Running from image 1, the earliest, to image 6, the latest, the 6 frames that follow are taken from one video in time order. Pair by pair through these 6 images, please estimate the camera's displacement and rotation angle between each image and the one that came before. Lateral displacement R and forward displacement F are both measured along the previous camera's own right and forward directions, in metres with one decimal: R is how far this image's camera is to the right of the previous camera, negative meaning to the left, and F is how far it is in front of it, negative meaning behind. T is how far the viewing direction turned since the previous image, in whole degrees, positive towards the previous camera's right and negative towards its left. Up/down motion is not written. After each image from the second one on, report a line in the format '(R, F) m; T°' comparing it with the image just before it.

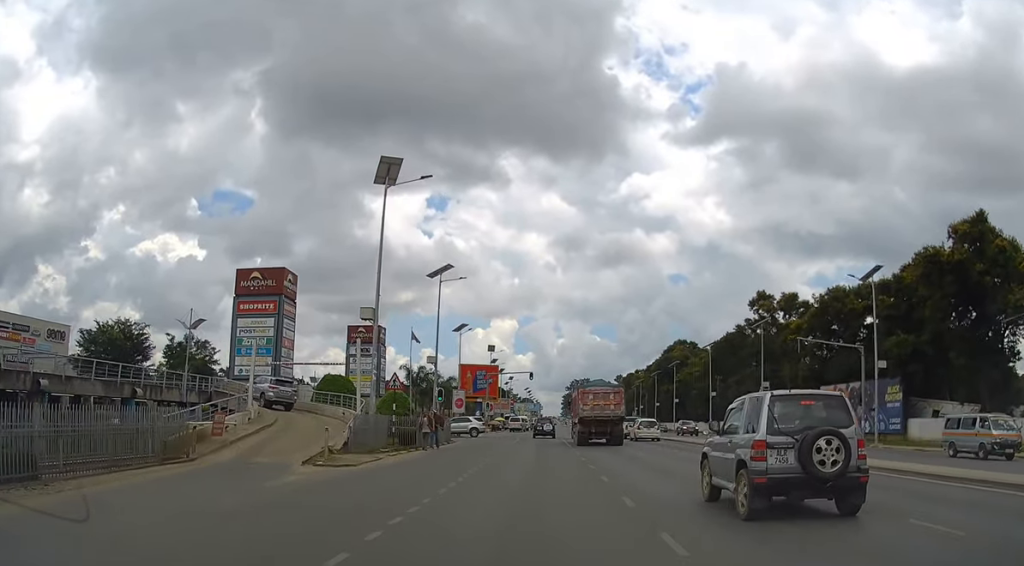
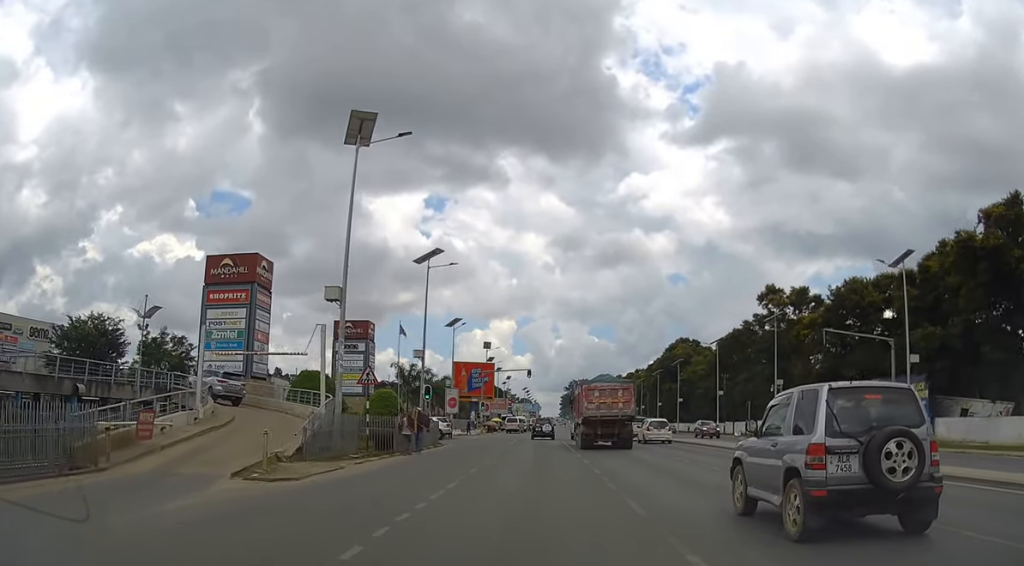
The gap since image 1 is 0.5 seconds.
(0.0, +4.9) m; 0°
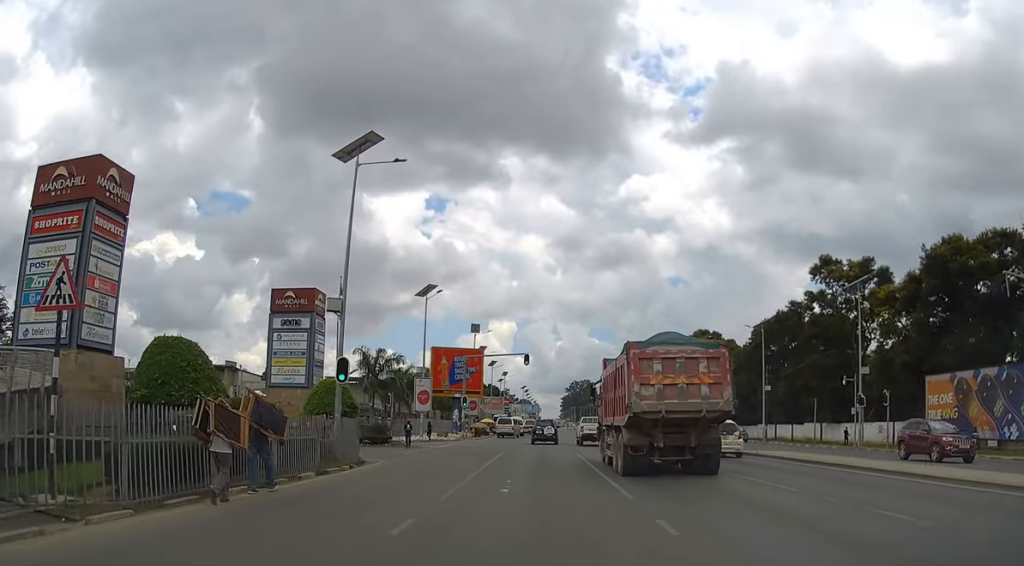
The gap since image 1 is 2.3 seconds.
(-0.1, +19.6) m; -1°
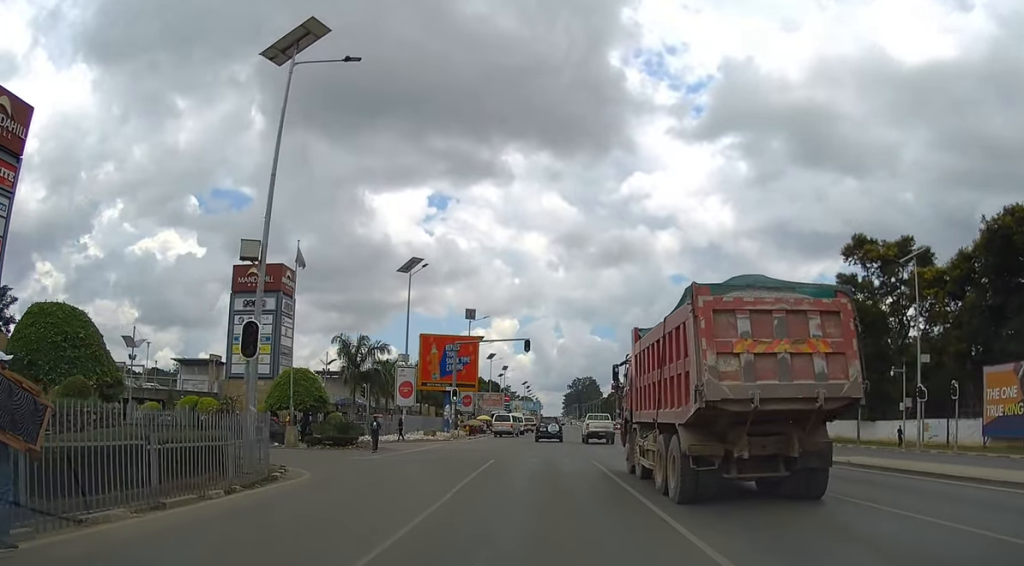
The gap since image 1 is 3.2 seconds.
(+0.1, +8.7) m; -1°
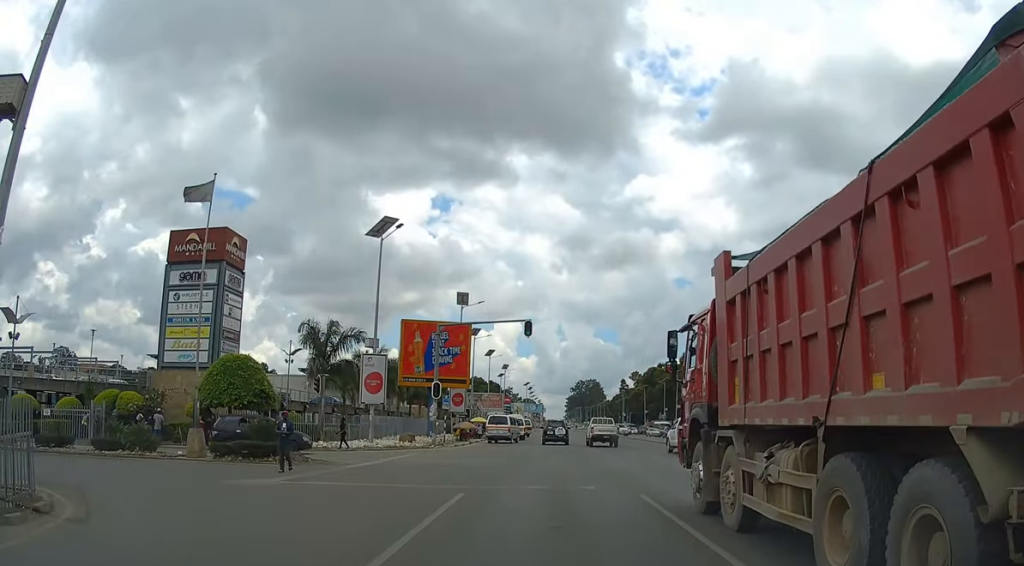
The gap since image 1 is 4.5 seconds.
(-0.1, +10.7) m; 0°
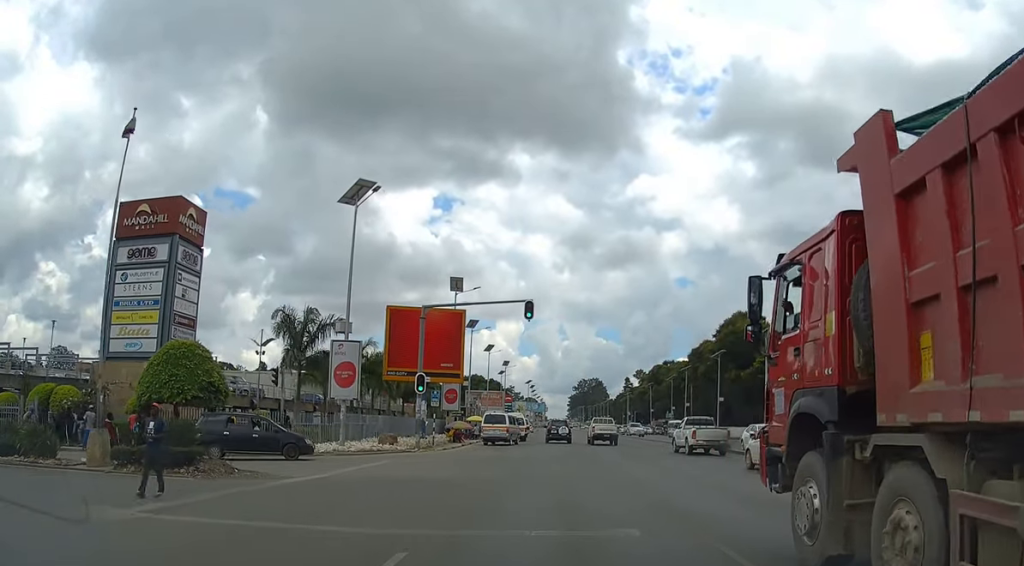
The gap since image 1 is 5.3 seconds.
(+0.1, +6.5) m; 0°
